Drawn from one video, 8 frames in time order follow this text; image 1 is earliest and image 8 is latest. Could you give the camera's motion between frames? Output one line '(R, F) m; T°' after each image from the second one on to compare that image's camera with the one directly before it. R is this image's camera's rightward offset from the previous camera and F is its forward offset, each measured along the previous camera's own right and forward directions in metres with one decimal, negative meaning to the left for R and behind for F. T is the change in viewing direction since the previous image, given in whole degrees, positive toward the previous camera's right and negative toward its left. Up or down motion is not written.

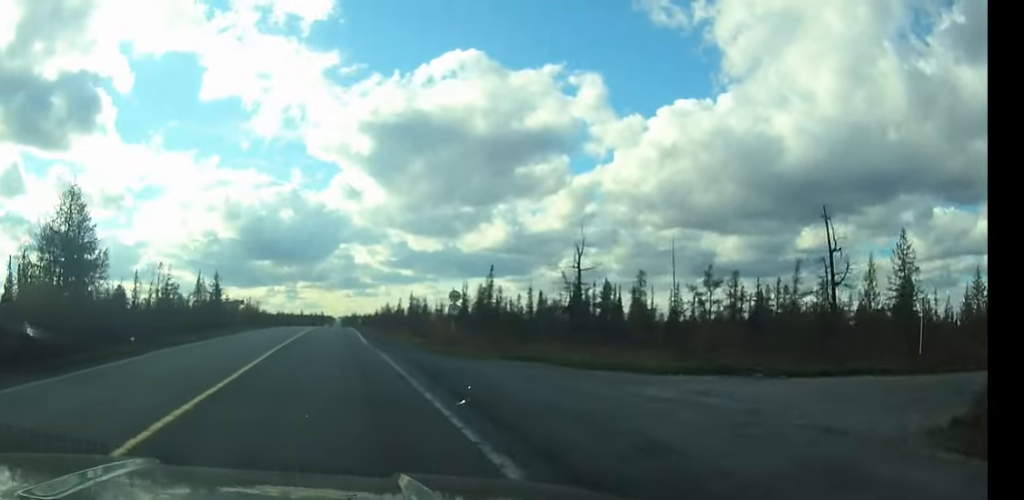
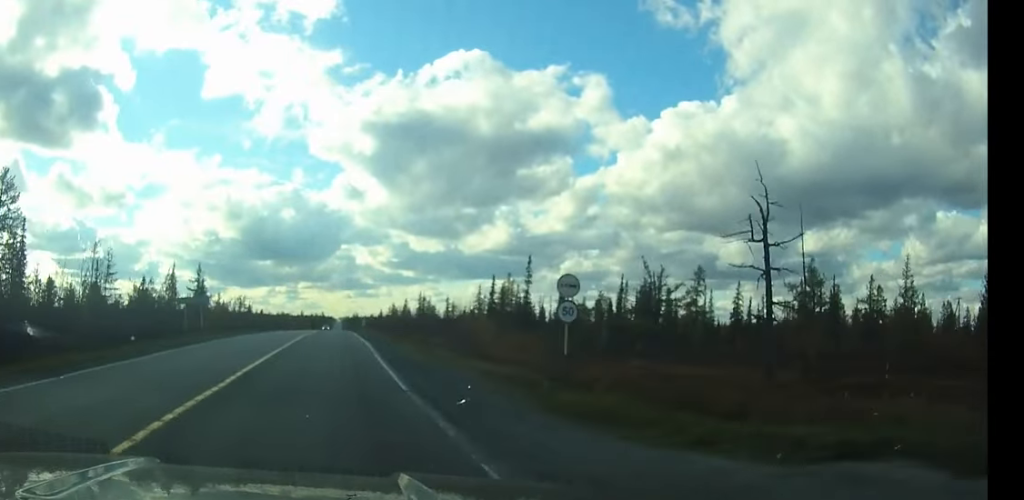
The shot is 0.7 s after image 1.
(0.0, +16.8) m; 0°
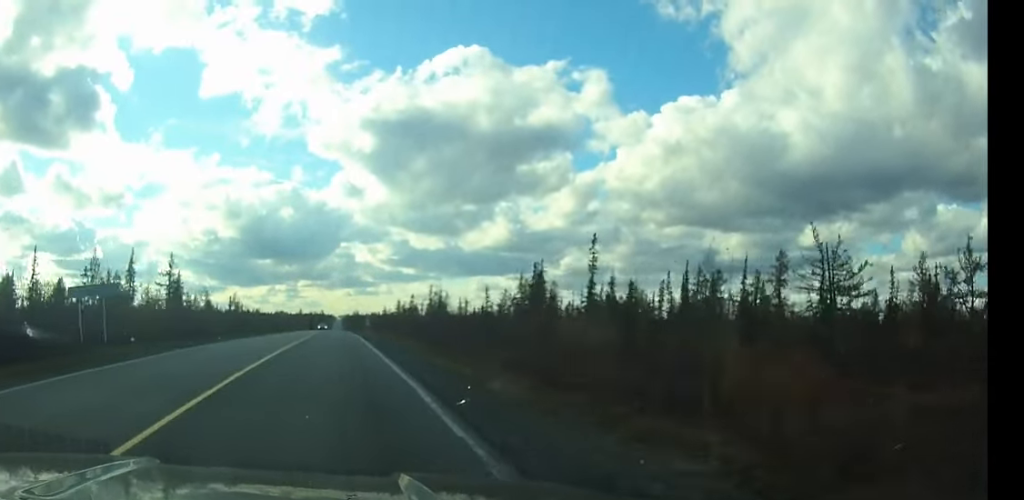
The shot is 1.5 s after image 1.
(0.0, +18.9) m; 0°
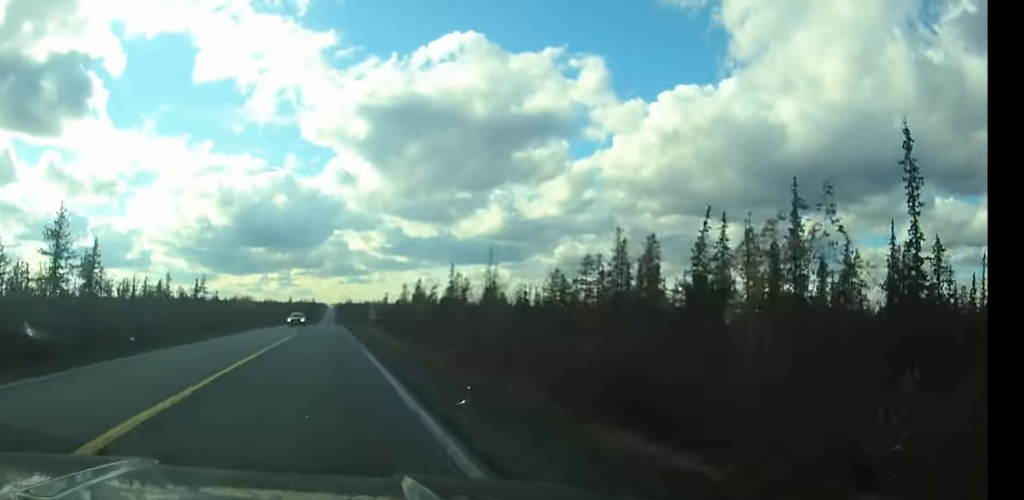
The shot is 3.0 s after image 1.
(0.0, +37.3) m; 0°
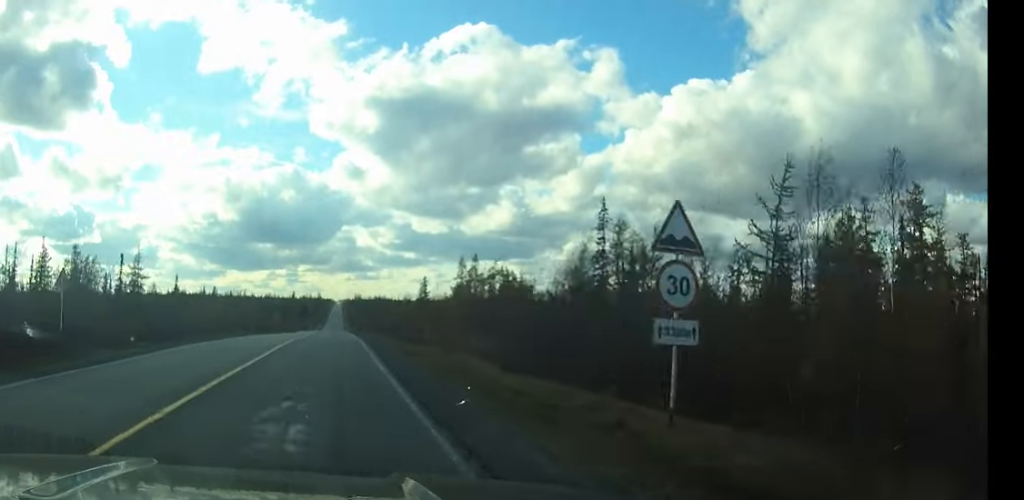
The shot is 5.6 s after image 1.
(-0.3, +57.2) m; -1°
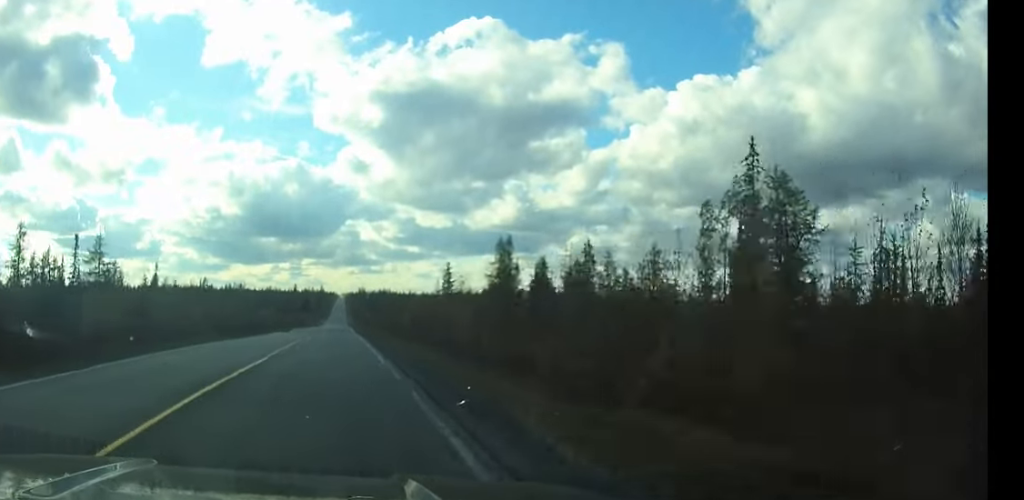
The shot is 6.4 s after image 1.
(0.0, +18.1) m; 0°
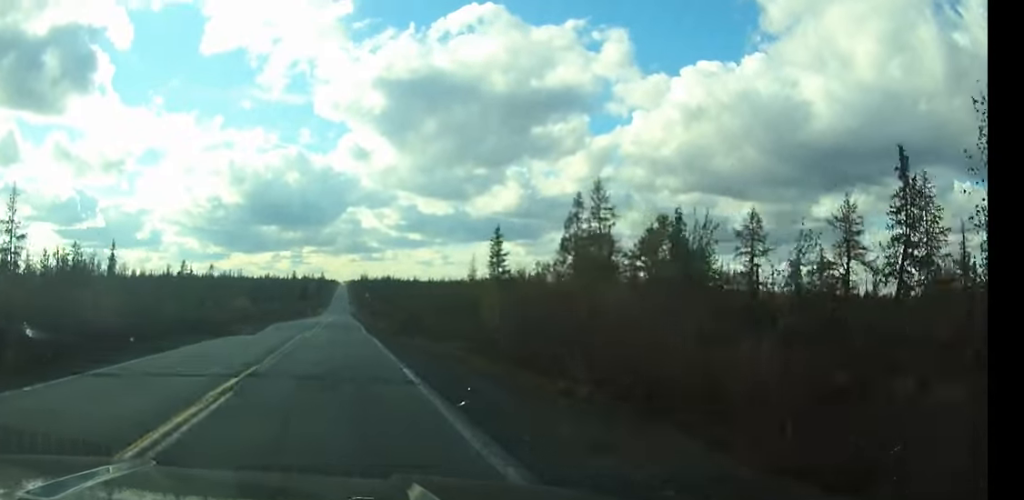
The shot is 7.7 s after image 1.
(0.0, +24.2) m; 0°
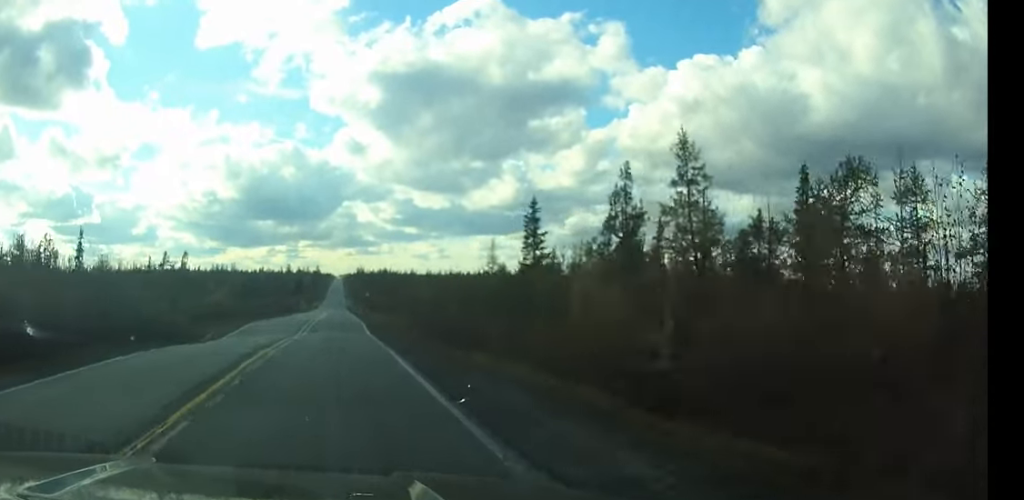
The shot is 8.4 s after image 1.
(0.0, +12.4) m; 0°
